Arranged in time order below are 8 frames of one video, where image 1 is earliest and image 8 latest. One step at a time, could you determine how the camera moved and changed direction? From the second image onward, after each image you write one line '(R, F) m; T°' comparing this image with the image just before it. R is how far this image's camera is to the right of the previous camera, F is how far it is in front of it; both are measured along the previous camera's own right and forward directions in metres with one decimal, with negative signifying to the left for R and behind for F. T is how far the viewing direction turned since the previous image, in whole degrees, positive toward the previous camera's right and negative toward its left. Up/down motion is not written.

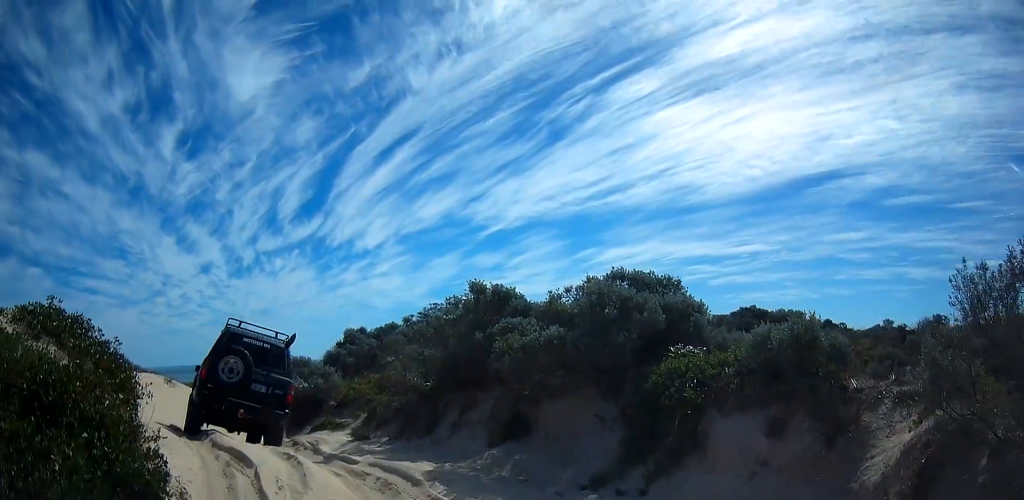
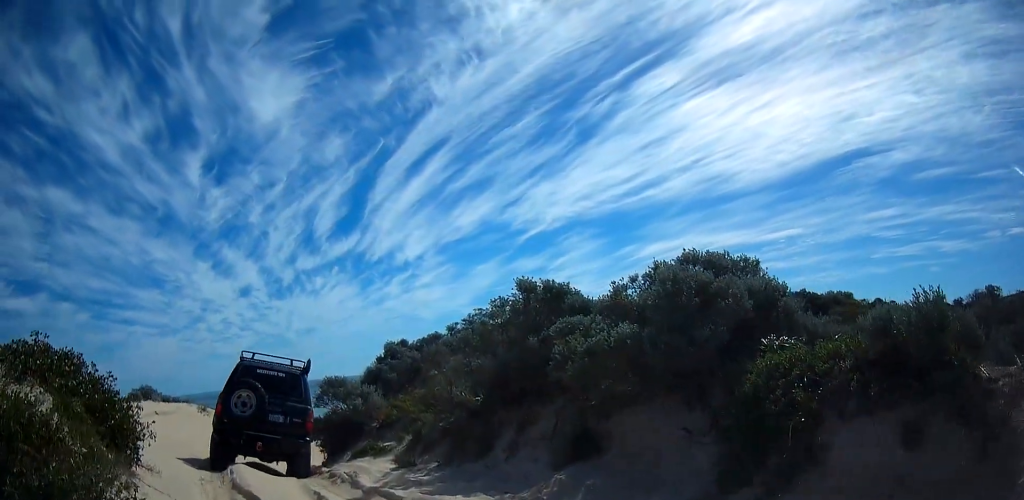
(+0.2, +0.9) m; -6°
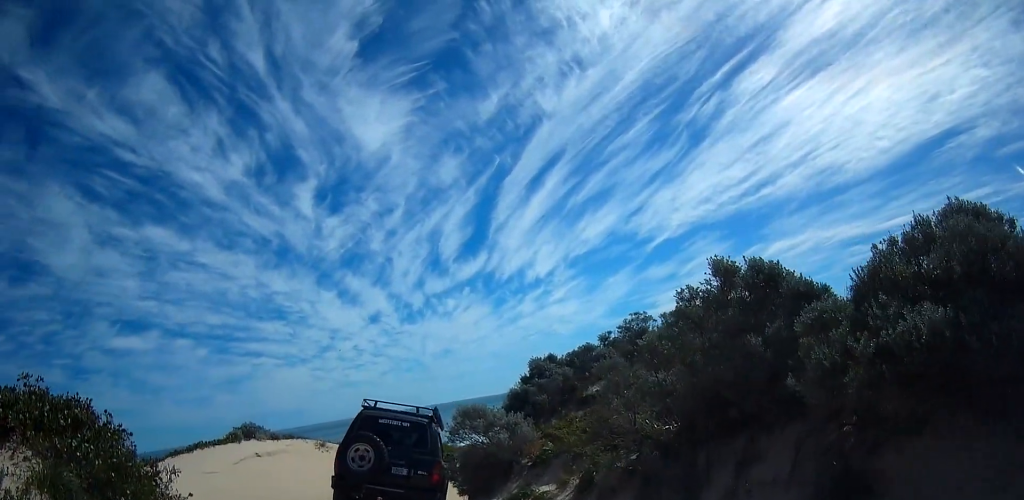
(-0.6, +2.4) m; -22°
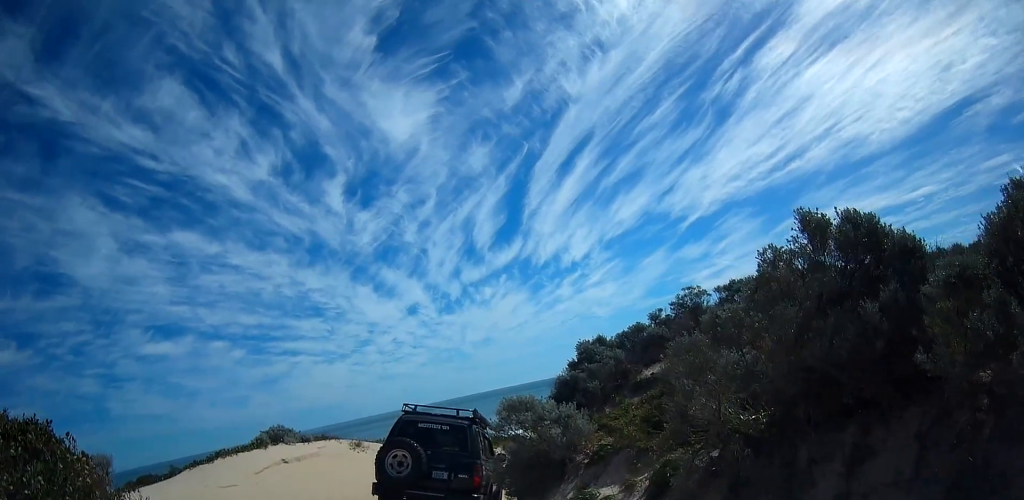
(0.0, +1.5) m; -7°
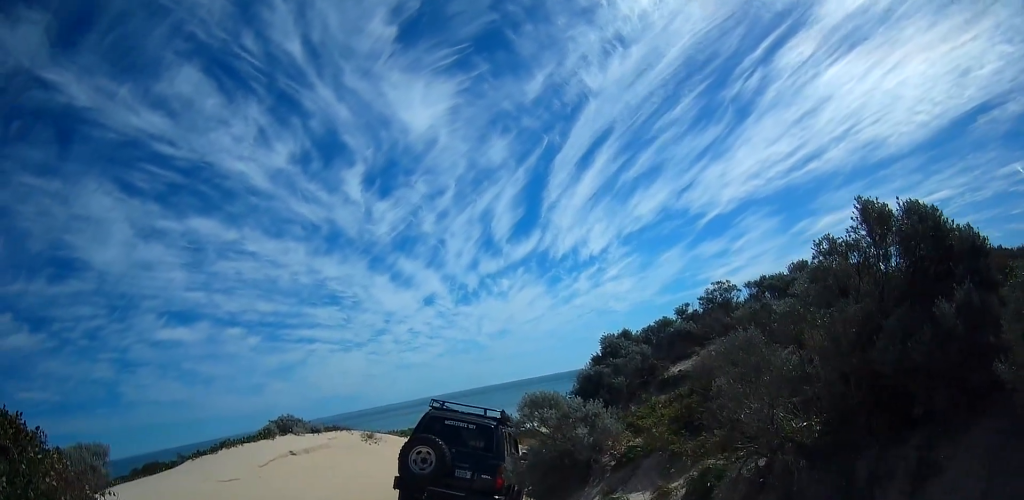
(-0.1, +0.7) m; 0°
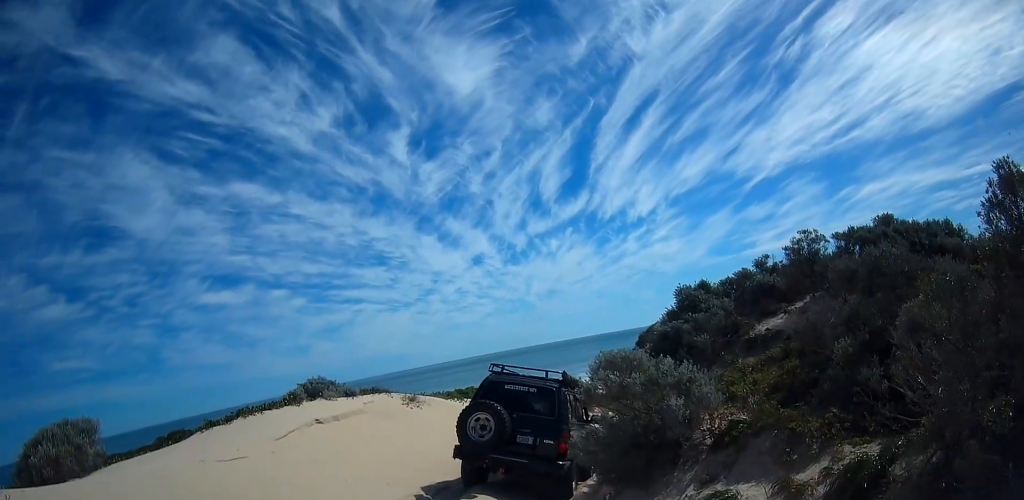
(+0.1, +1.8) m; -2°
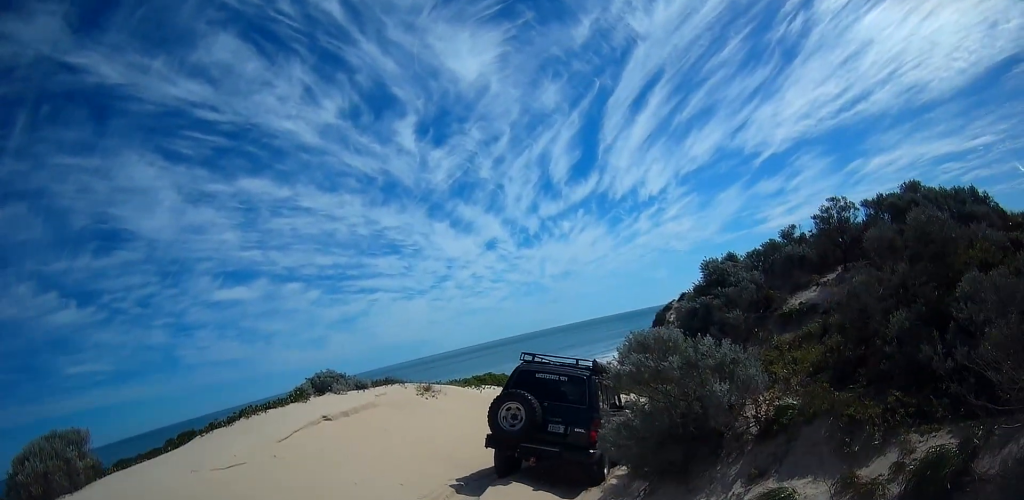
(-0.1, +0.9) m; -1°
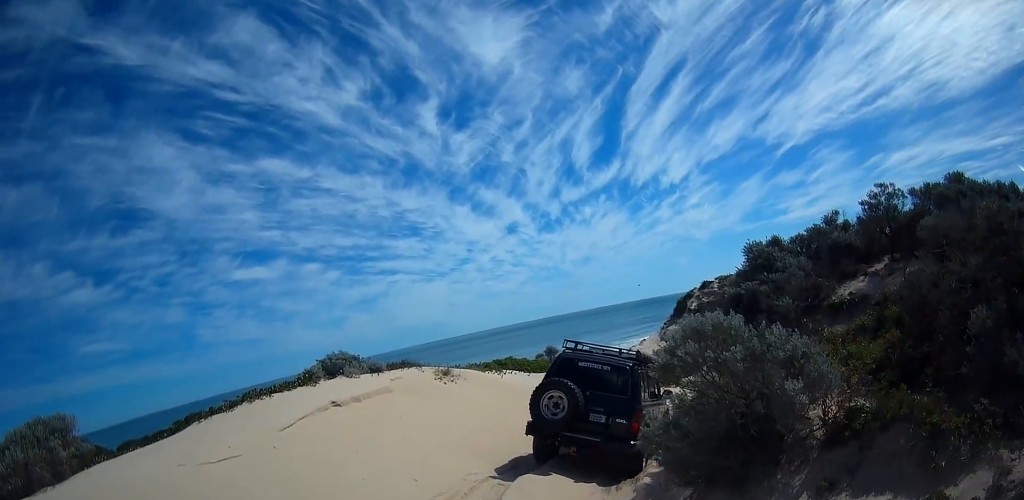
(-0.2, +0.9) m; 0°
